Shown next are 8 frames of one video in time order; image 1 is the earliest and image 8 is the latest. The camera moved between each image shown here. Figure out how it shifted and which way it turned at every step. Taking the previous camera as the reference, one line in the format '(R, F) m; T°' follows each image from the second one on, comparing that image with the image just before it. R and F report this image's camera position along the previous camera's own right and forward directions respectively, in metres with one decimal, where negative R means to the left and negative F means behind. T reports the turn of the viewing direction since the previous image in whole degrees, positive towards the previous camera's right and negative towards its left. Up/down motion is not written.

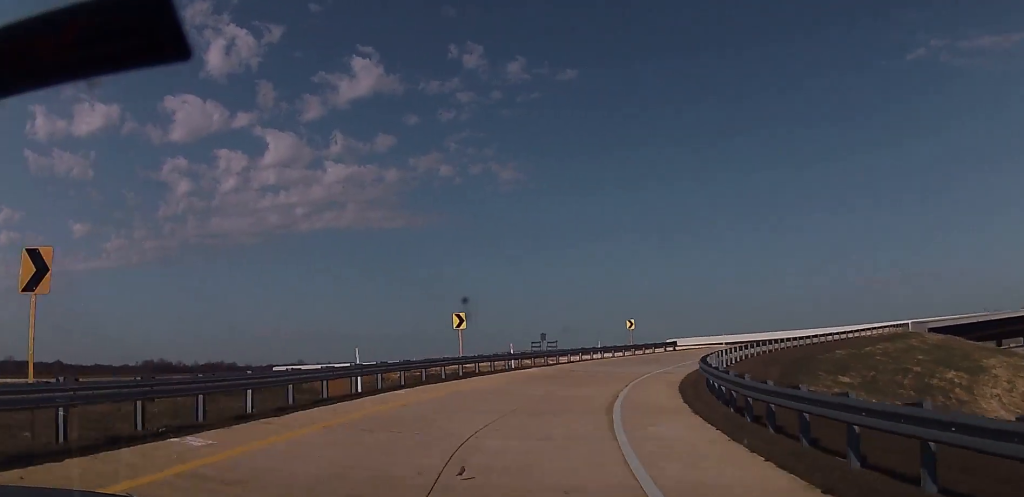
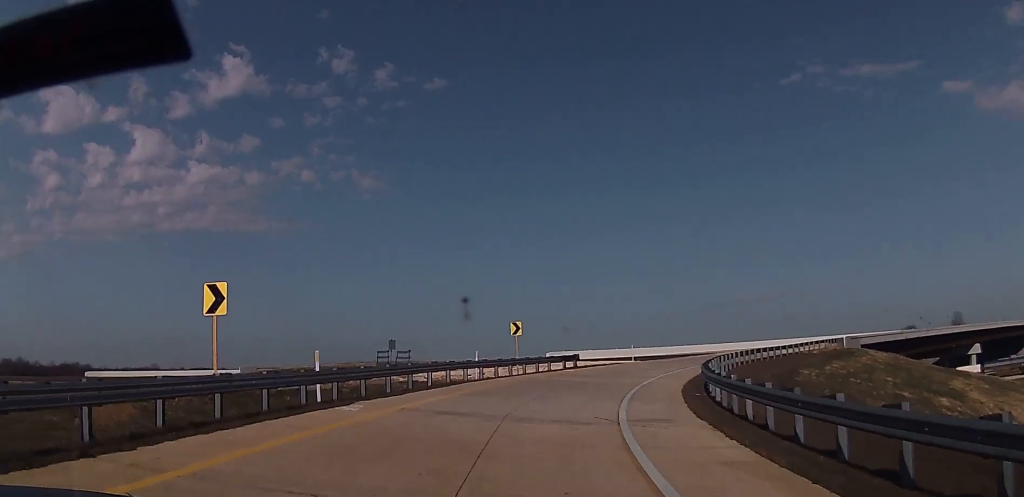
(+2.2, +17.1) m; +14°
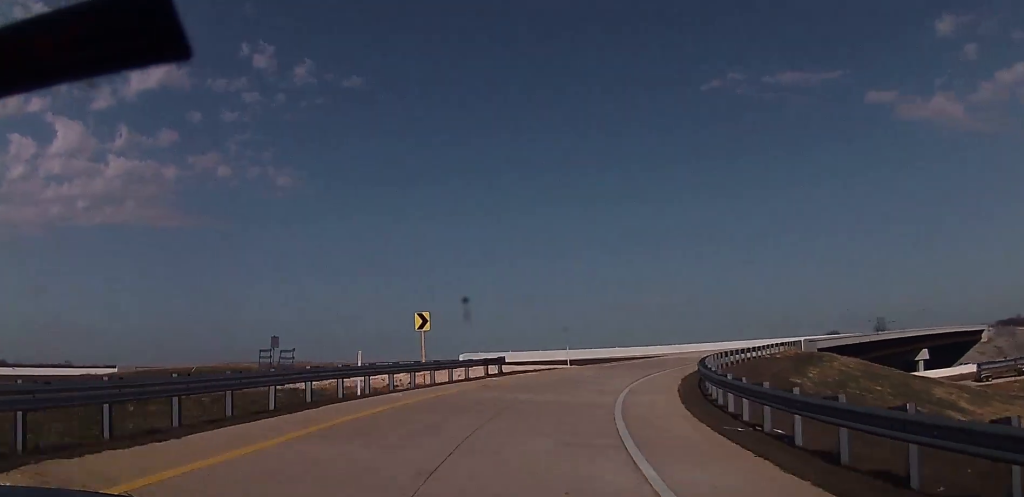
(+0.7, +10.0) m; +7°
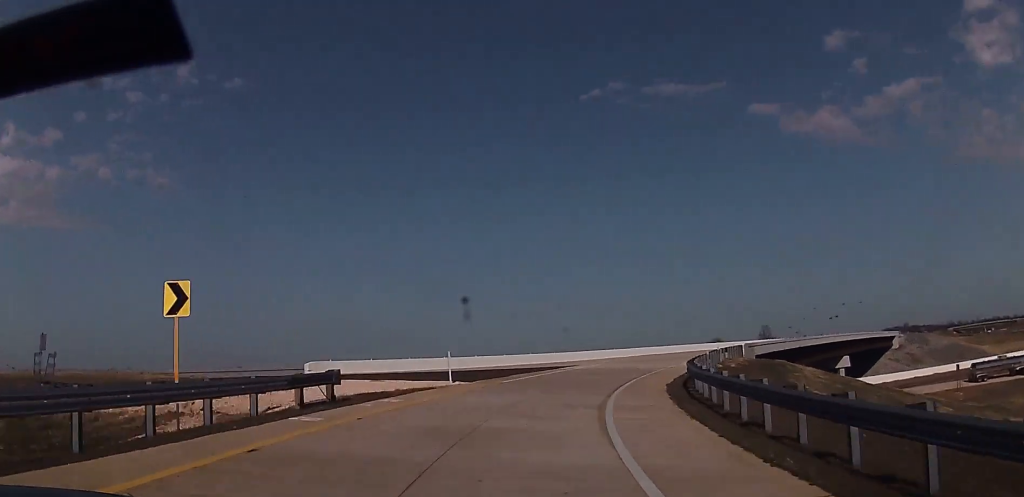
(+1.2, +14.7) m; +10°
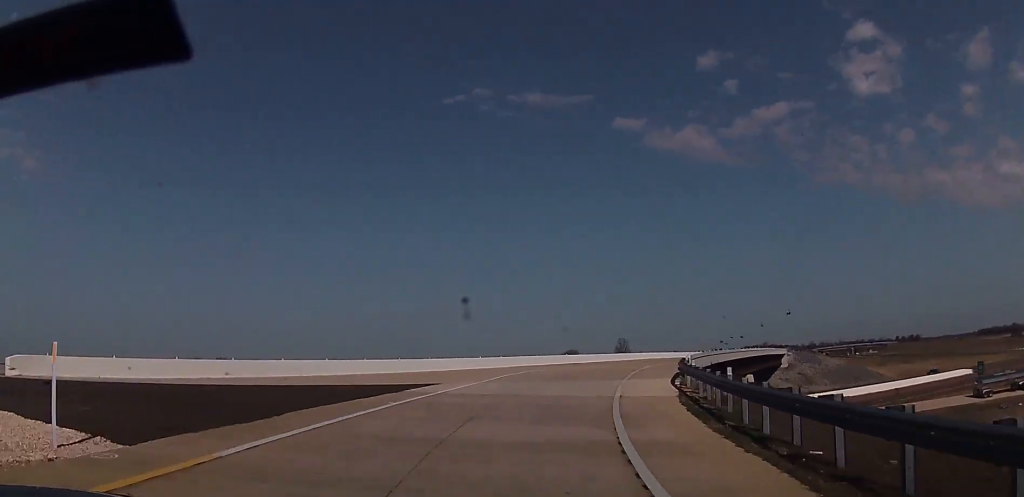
(+2.5, +19.7) m; +15°
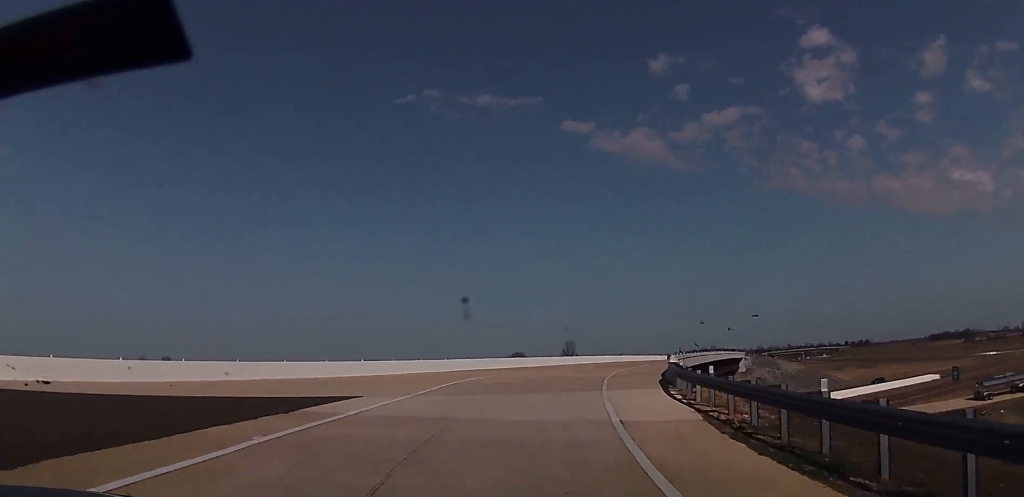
(+0.4, +7.2) m; +5°
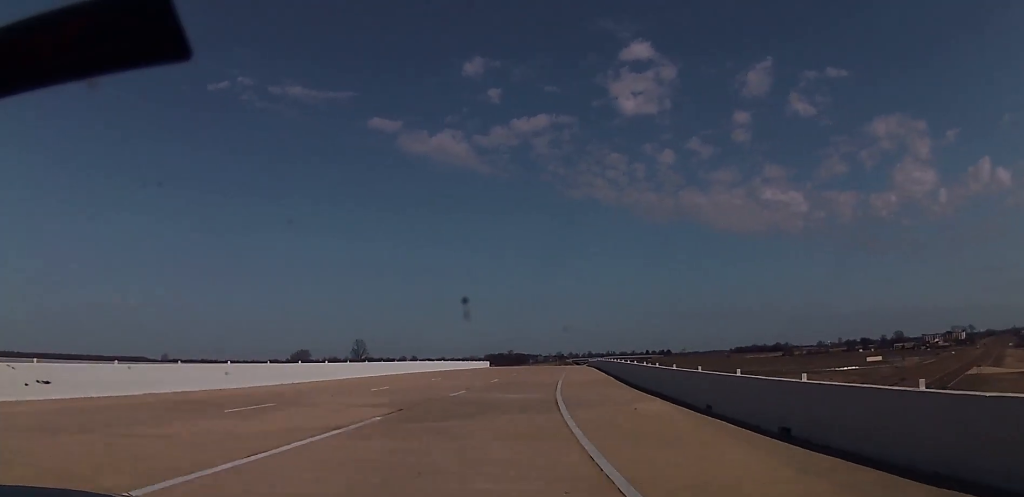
(+9.8, +43.2) m; +23°
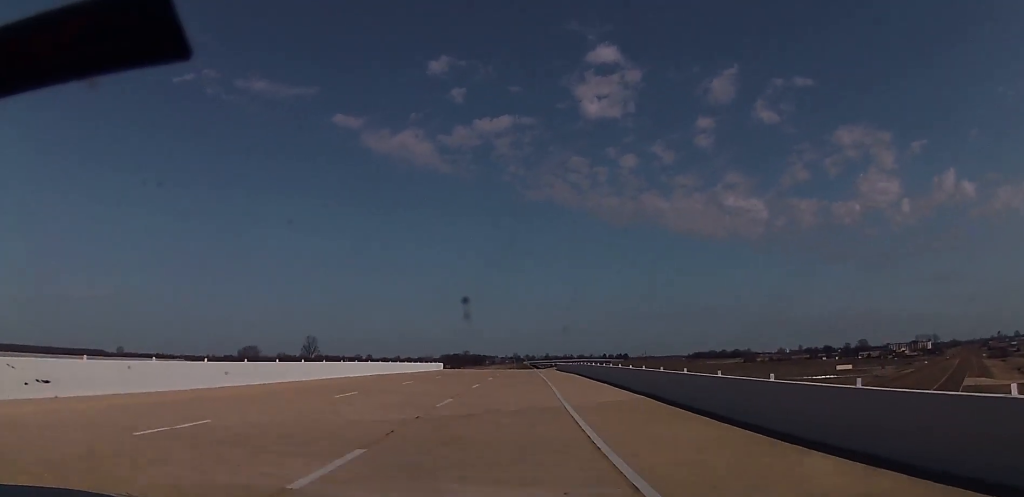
(+0.6, +17.1) m; +5°
